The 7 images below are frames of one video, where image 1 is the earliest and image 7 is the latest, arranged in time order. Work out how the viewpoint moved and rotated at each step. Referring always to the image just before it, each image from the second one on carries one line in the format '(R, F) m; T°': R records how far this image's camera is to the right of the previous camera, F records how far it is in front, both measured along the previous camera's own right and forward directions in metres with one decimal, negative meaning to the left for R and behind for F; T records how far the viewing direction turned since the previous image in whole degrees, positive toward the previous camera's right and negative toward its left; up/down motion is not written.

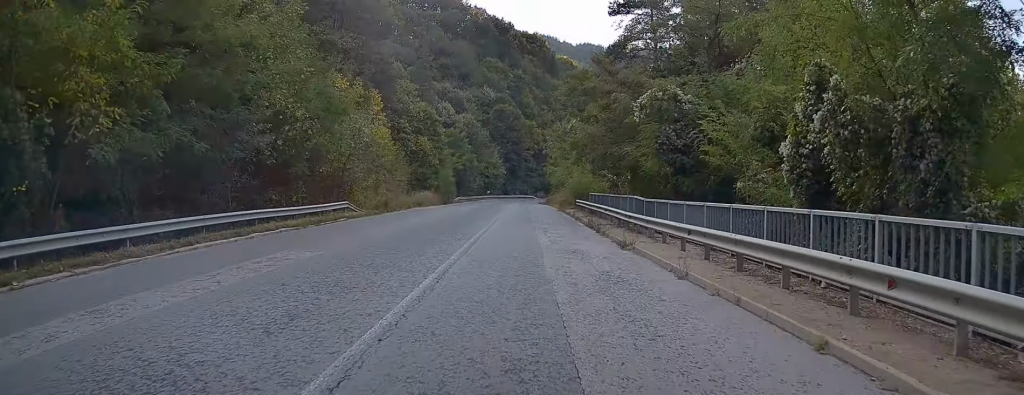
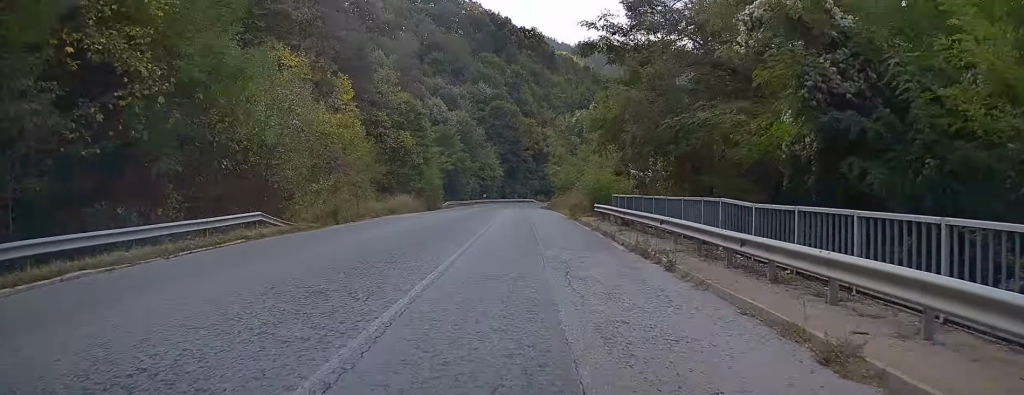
(-0.1, +11.4) m; +1°
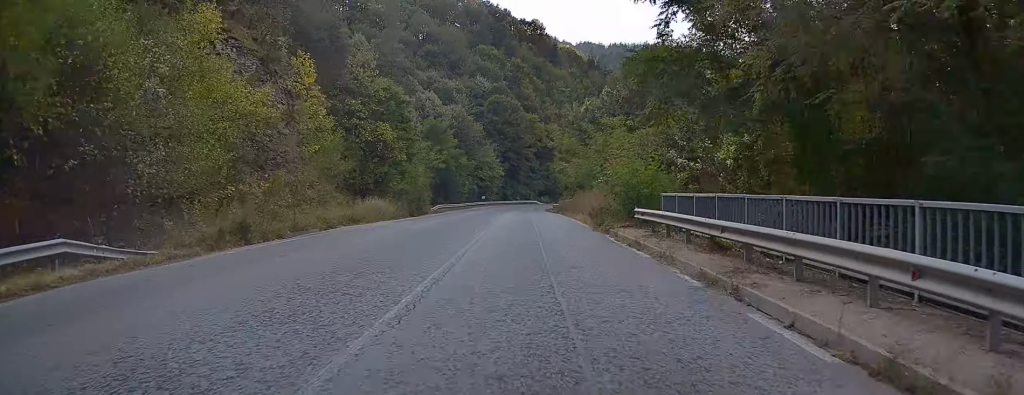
(+0.3, +10.8) m; 0°
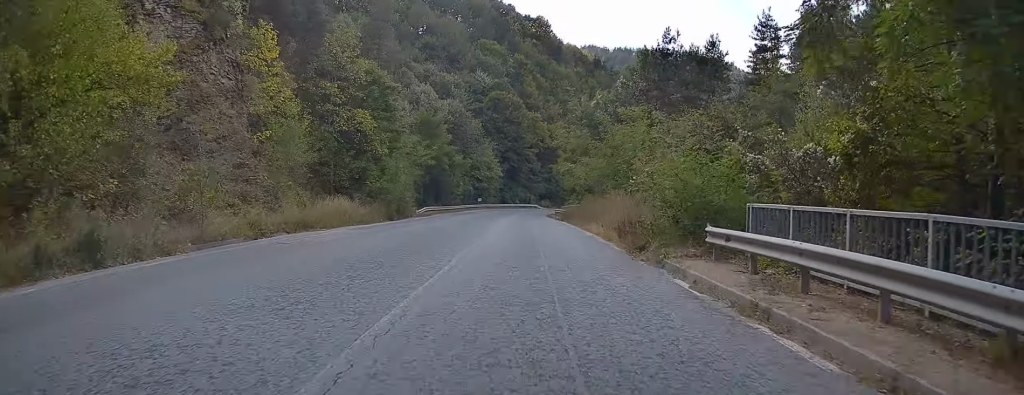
(+0.1, +8.1) m; 0°
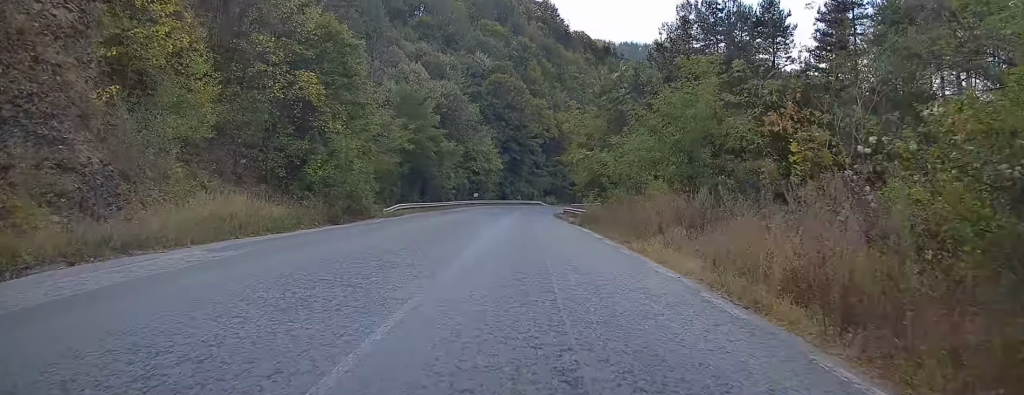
(-0.3, +13.5) m; -1°
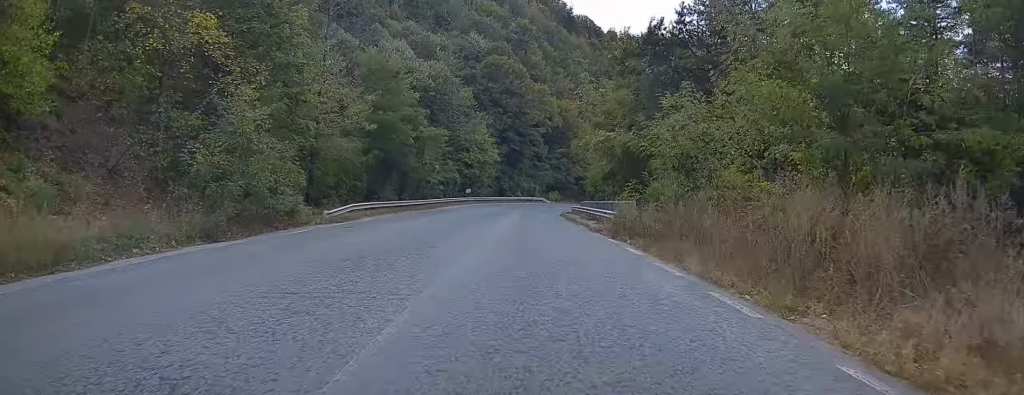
(0.0, +12.3) m; 0°
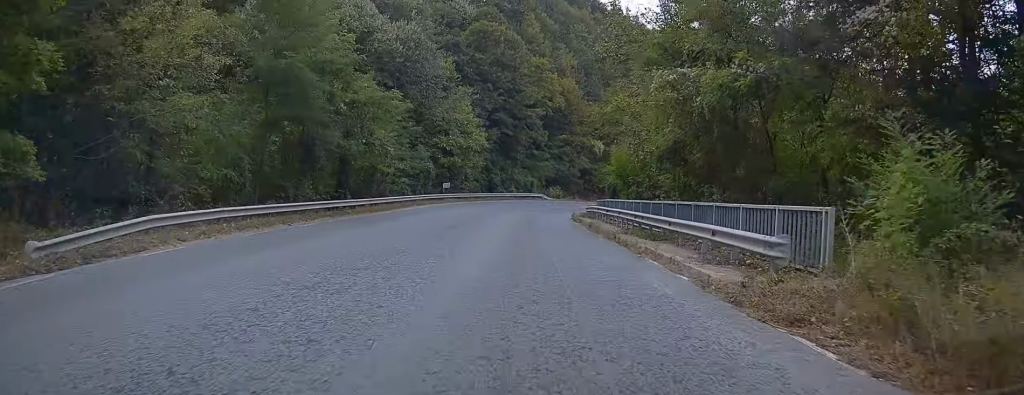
(0.0, +18.3) m; +1°
